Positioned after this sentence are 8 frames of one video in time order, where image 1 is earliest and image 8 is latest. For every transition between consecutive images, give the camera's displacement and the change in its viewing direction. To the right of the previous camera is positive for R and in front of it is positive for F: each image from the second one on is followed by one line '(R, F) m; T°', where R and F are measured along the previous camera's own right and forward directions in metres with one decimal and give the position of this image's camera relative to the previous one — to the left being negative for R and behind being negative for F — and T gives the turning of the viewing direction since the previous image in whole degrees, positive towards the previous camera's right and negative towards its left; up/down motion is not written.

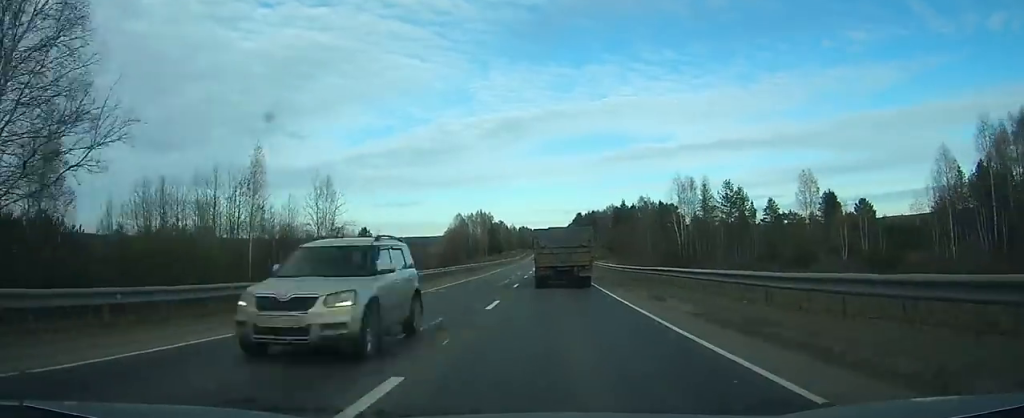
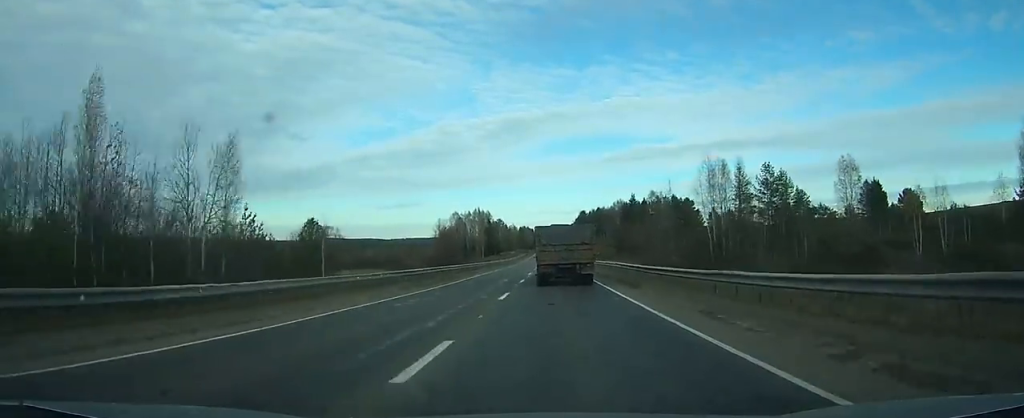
(0.0, +21.0) m; 0°
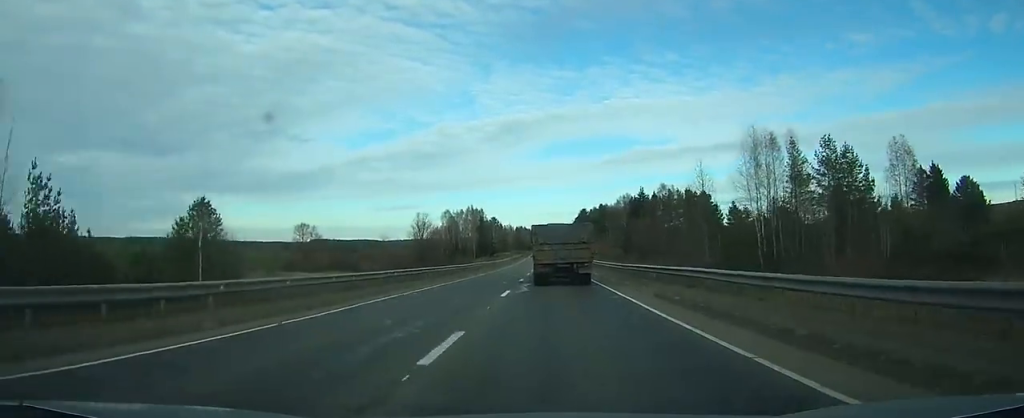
(0.0, +22.7) m; 0°
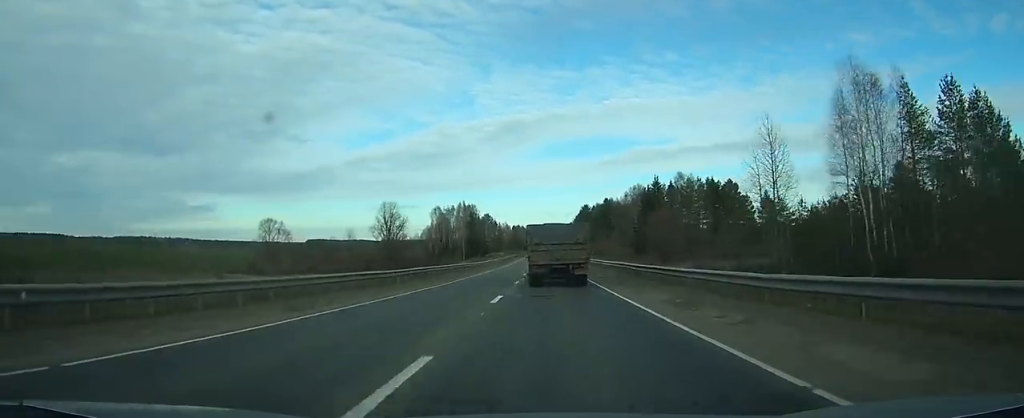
(0.0, +26.0) m; 0°
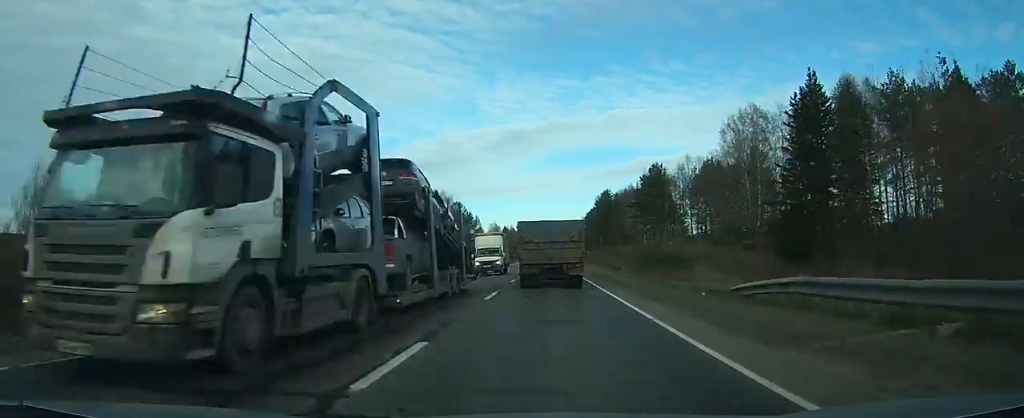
(+0.4, +94.4) m; 0°
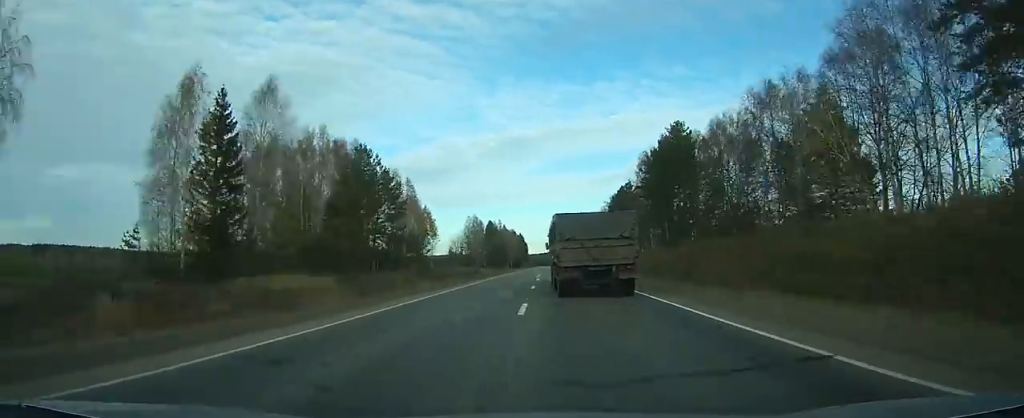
(-1.0, +100.1) m; -1°
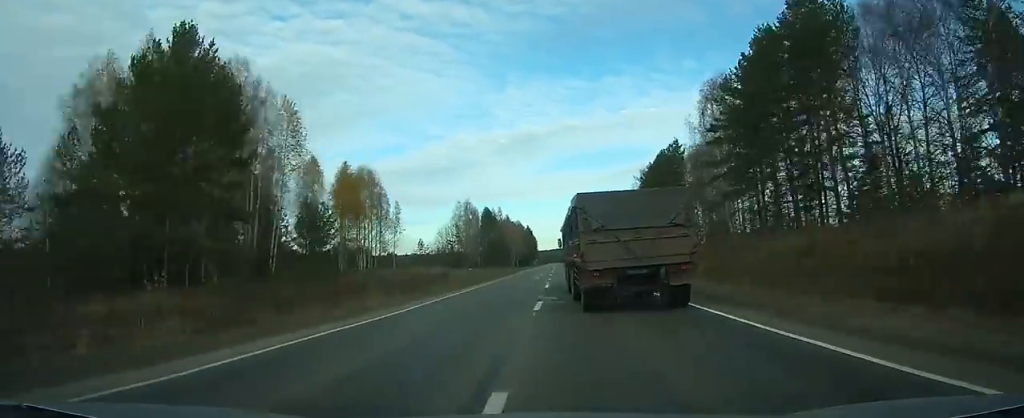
(+0.3, +46.0) m; 0°
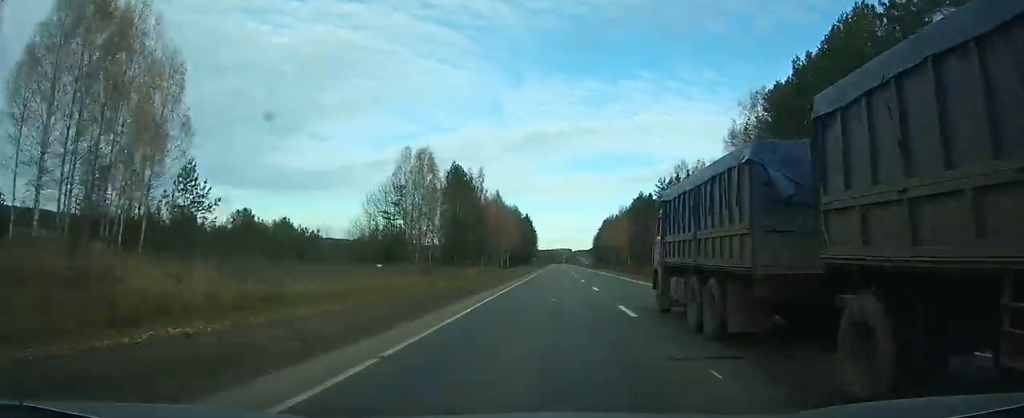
(-0.6, +72.4) m; -1°
